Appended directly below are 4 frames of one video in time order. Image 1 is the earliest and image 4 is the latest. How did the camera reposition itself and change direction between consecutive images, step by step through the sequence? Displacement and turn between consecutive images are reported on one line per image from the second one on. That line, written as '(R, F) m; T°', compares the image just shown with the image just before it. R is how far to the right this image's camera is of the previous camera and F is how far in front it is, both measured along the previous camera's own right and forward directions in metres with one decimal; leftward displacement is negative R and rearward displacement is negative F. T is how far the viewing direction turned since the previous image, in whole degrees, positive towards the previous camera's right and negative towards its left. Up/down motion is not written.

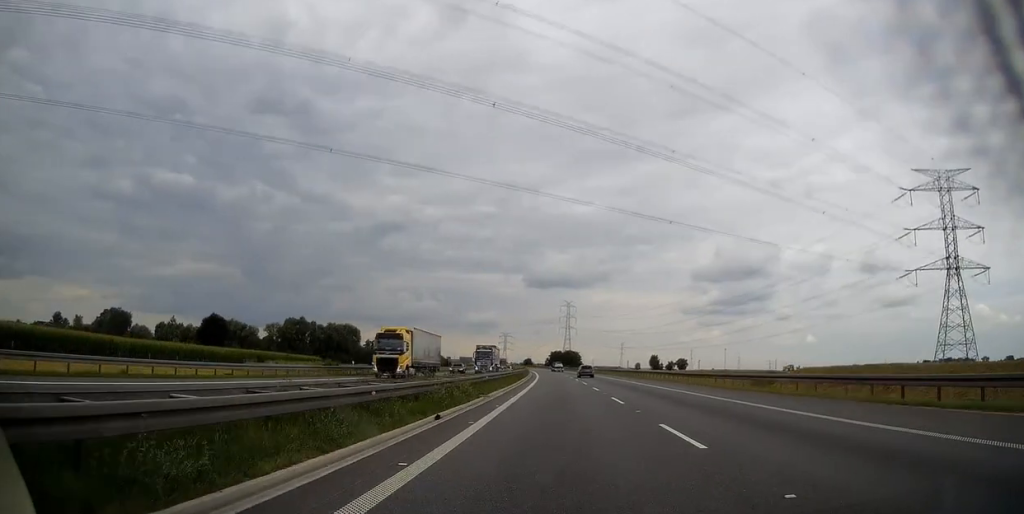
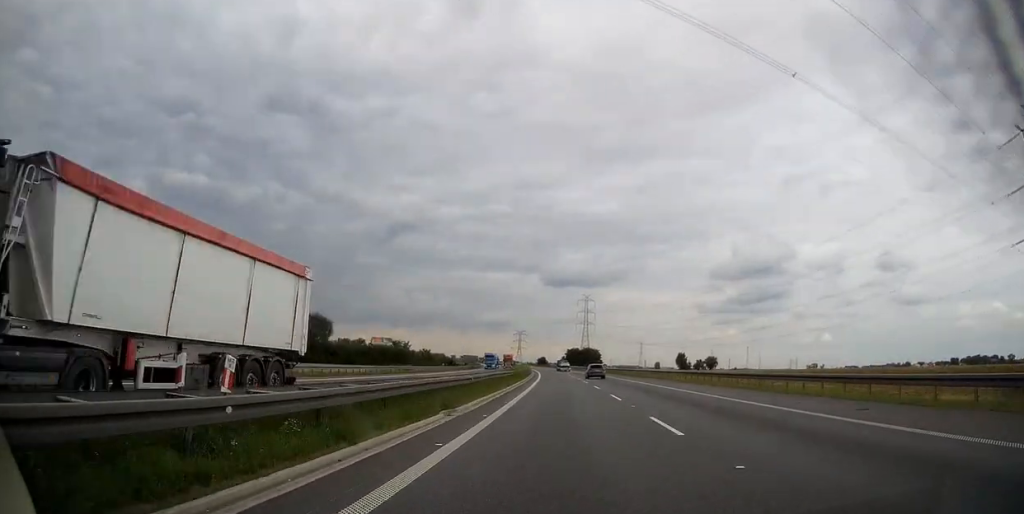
(-0.5, +45.0) m; -1°
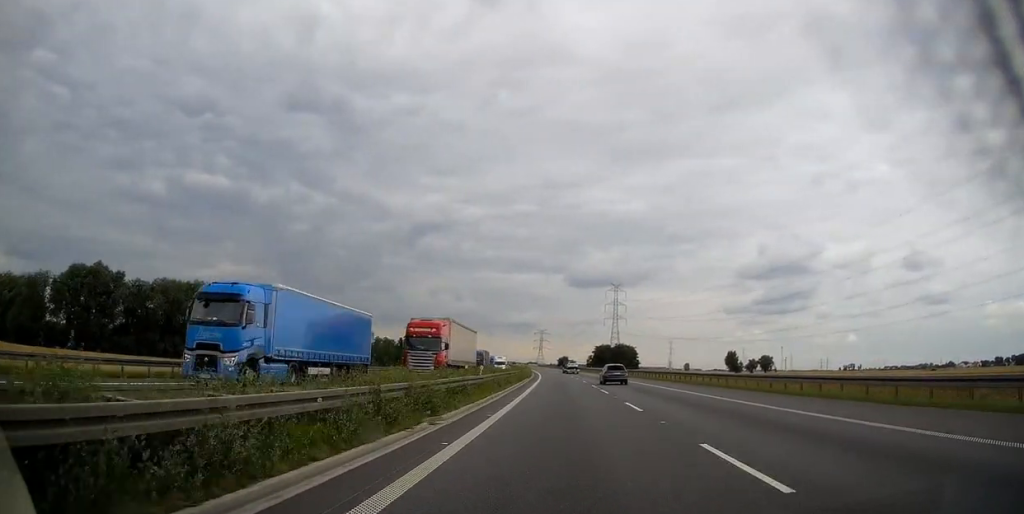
(-2.0, +78.8) m; -3°
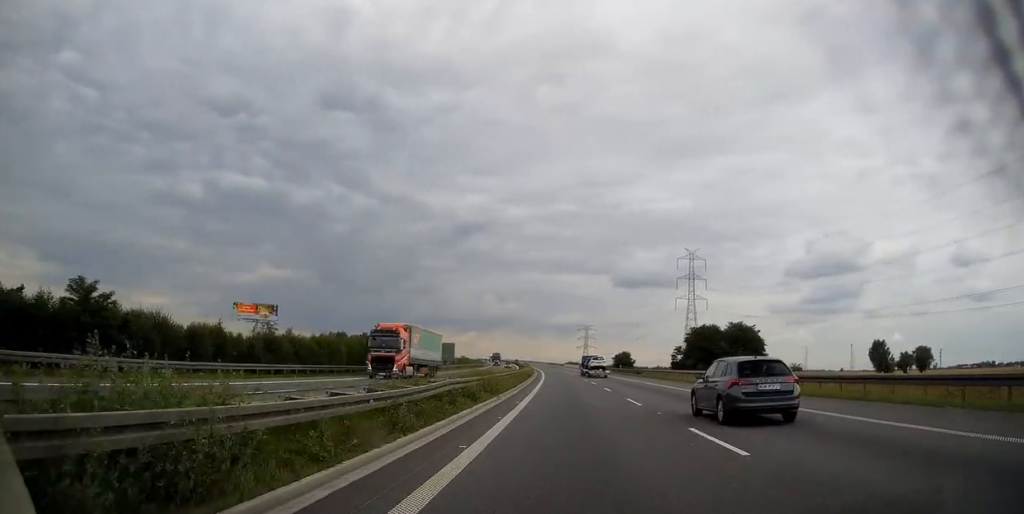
(-4.0, +138.3) m; -3°
